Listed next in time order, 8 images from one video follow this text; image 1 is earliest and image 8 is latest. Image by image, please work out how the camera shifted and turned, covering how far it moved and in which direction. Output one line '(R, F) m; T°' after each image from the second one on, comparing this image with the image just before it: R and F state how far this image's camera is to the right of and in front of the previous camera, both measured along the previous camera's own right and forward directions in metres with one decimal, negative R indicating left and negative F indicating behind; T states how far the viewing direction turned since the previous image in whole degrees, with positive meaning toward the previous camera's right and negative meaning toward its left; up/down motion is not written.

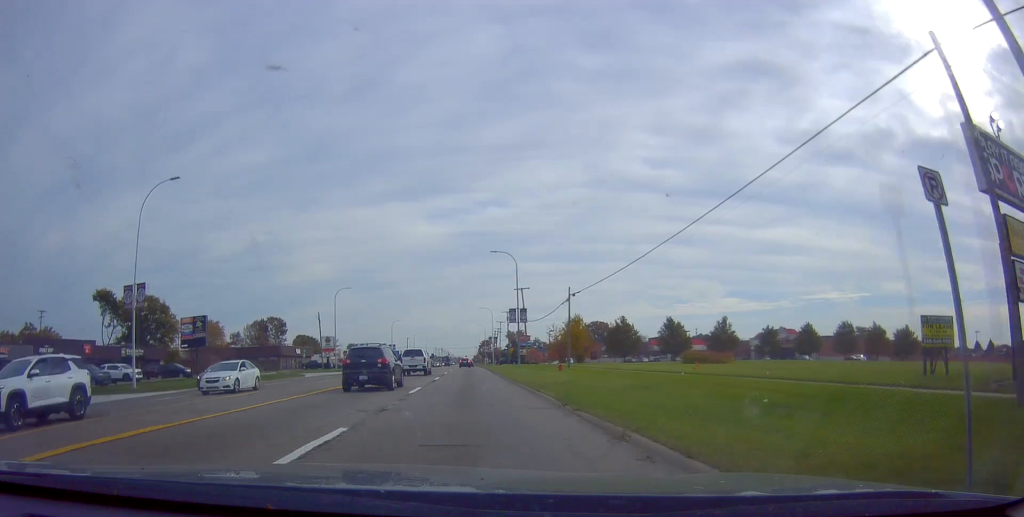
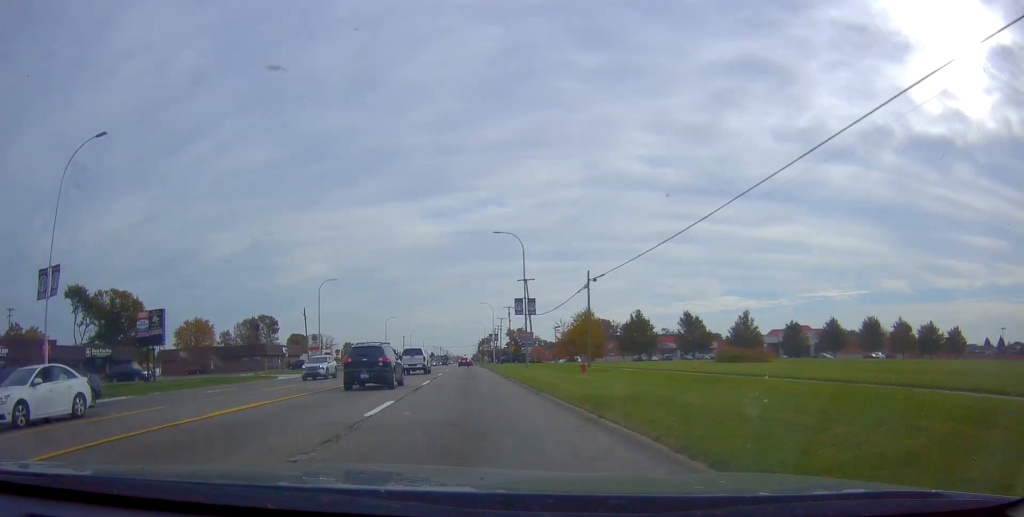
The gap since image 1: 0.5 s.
(-0.2, +9.0) m; 0°
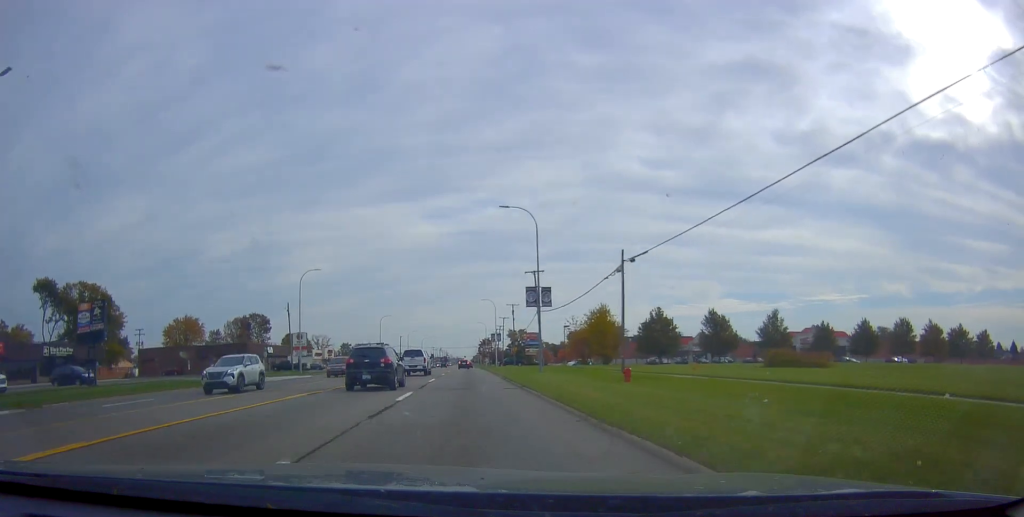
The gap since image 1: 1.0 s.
(-0.3, +9.6) m; 0°
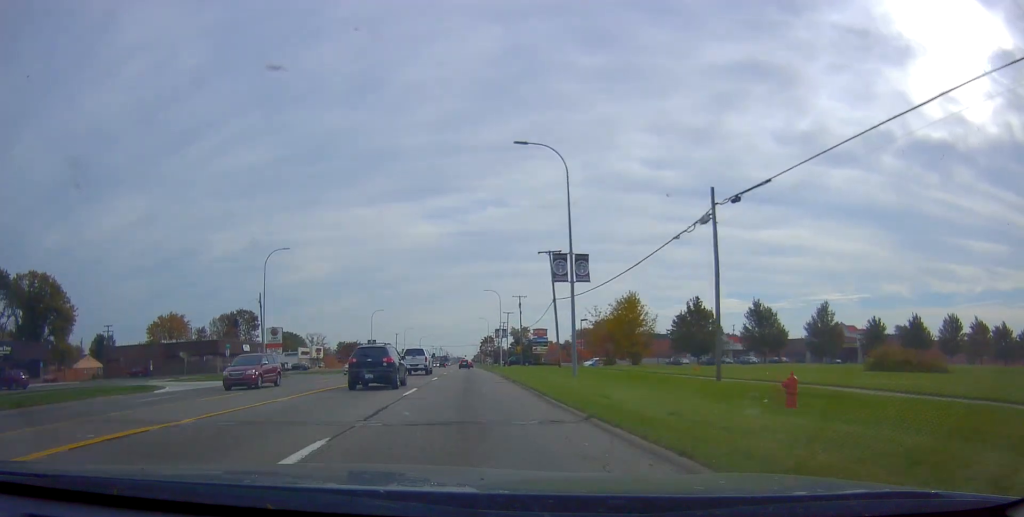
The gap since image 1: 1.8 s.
(+0.4, +13.3) m; +1°
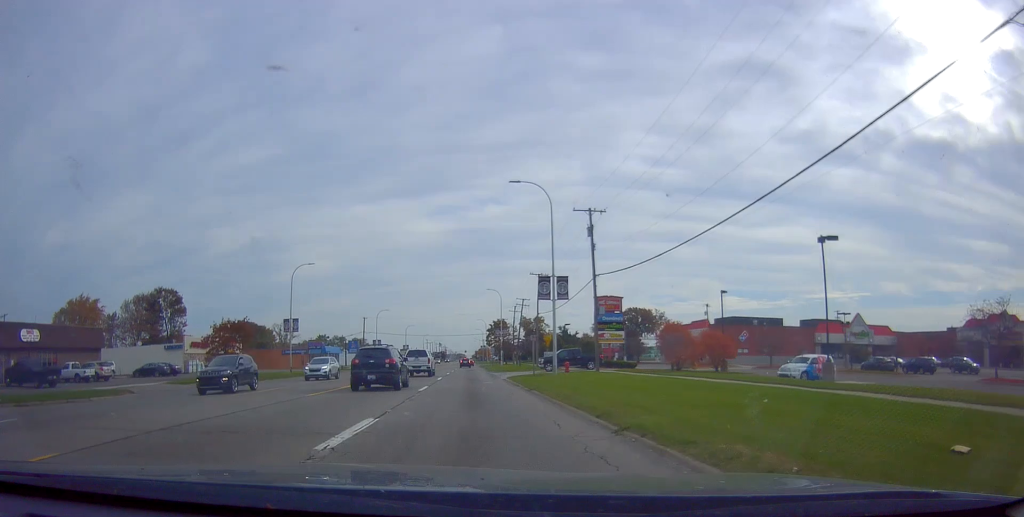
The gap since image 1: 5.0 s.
(-0.6, +56.9) m; 0°
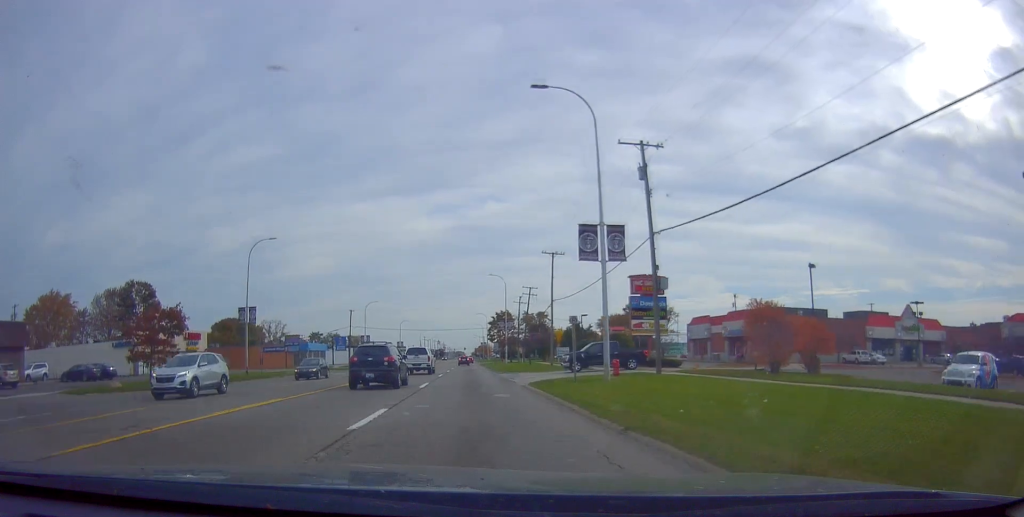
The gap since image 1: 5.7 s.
(+0.1, +13.4) m; 0°
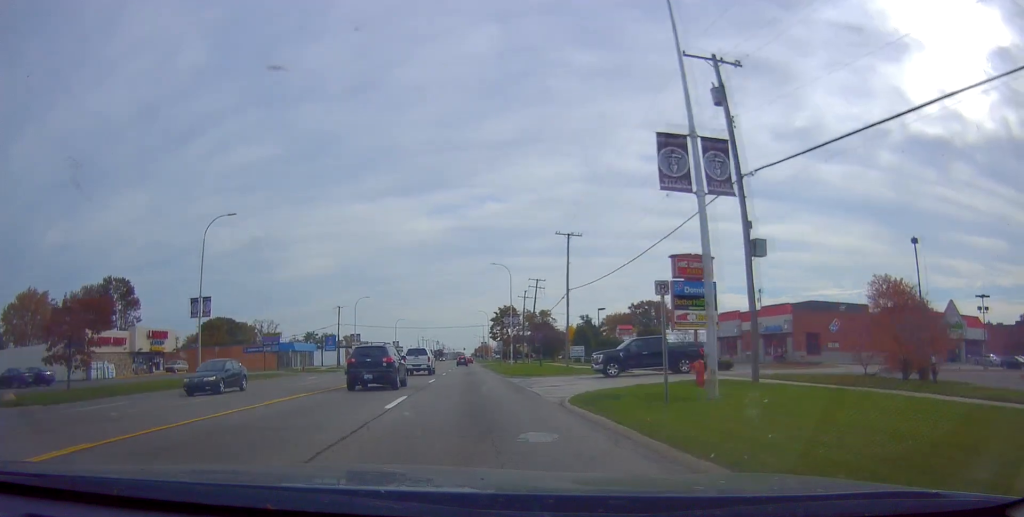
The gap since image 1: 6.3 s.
(0.0, +9.9) m; 0°
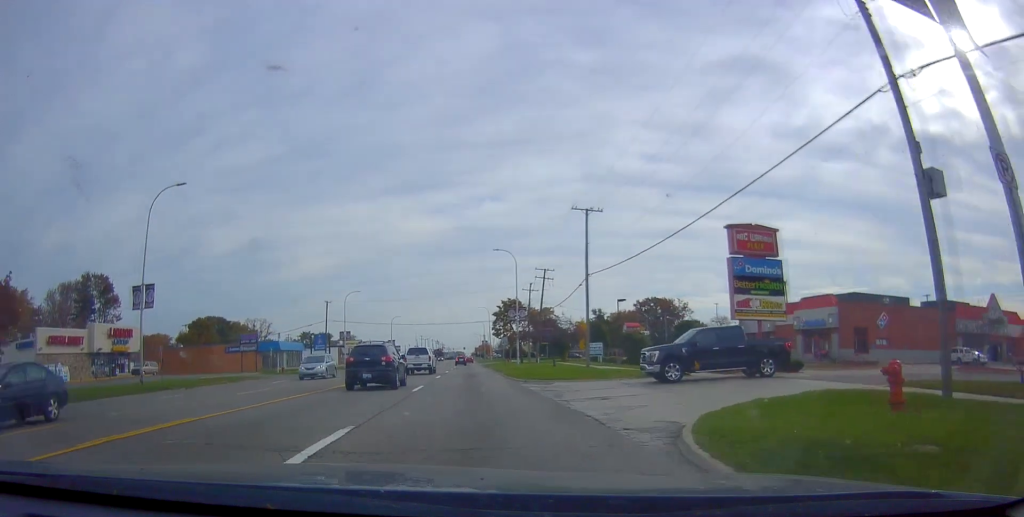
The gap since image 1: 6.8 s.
(+0.1, +8.7) m; -1°
